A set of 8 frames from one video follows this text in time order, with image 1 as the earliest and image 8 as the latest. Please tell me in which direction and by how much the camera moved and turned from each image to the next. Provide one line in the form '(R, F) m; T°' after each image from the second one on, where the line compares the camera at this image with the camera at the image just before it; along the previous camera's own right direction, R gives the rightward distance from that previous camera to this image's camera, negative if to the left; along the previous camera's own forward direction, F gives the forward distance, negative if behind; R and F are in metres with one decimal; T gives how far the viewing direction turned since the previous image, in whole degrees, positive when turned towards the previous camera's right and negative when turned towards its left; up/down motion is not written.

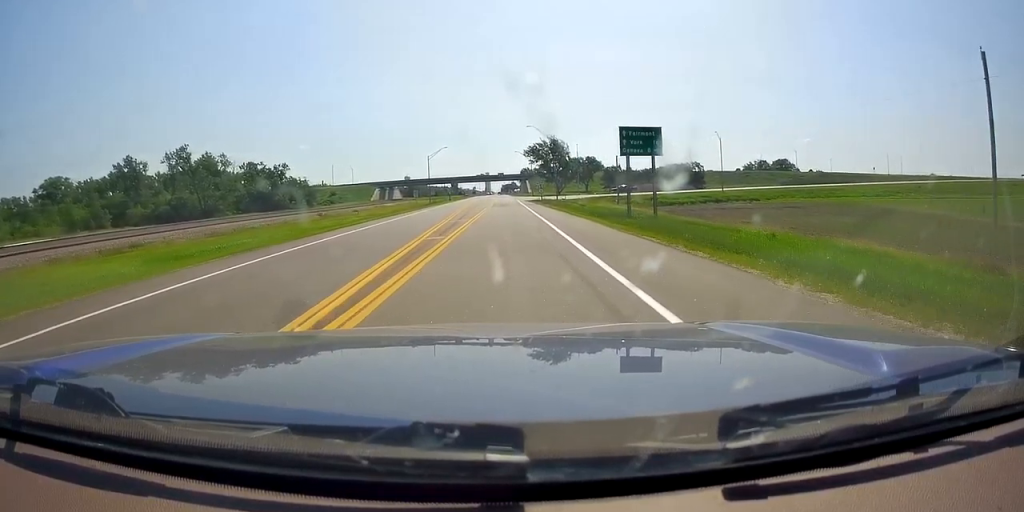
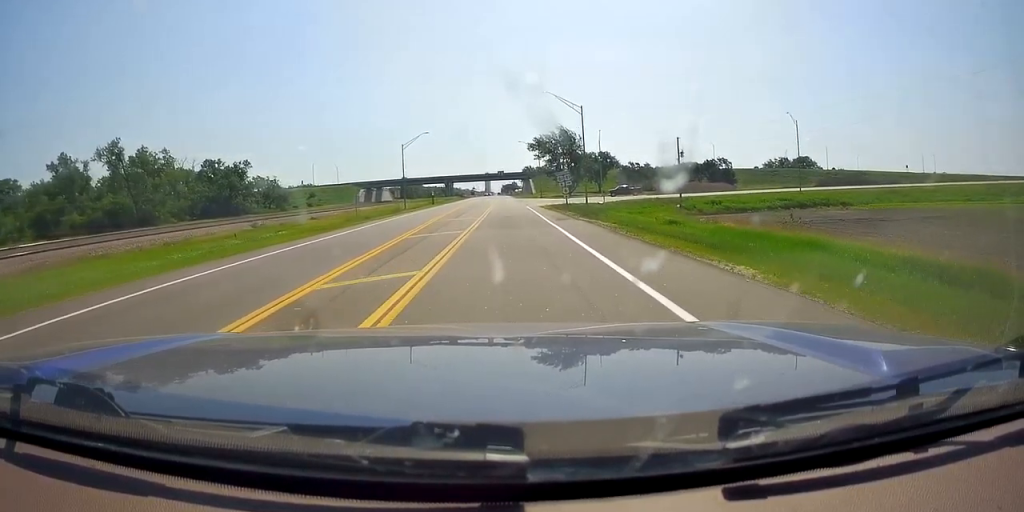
(+0.5, +33.1) m; +1°
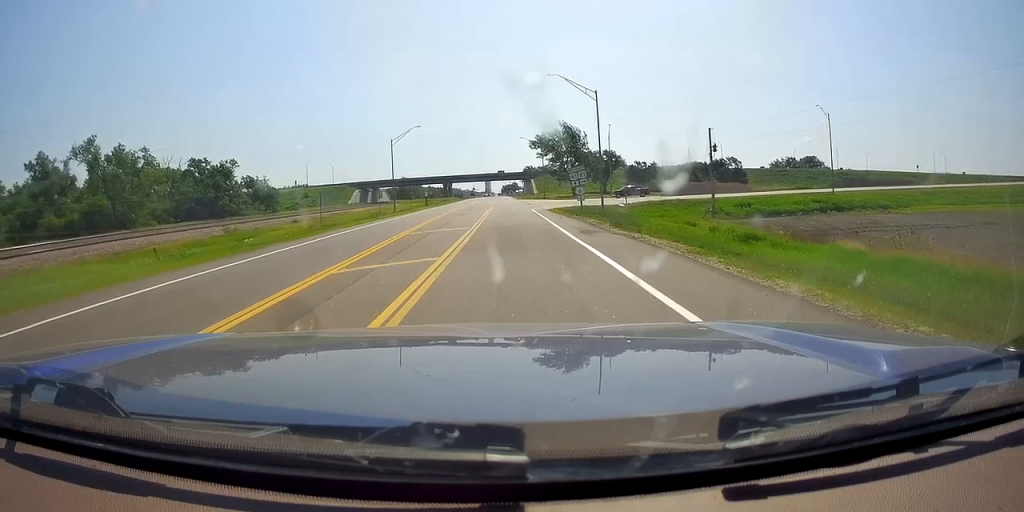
(+0.2, +9.6) m; 0°
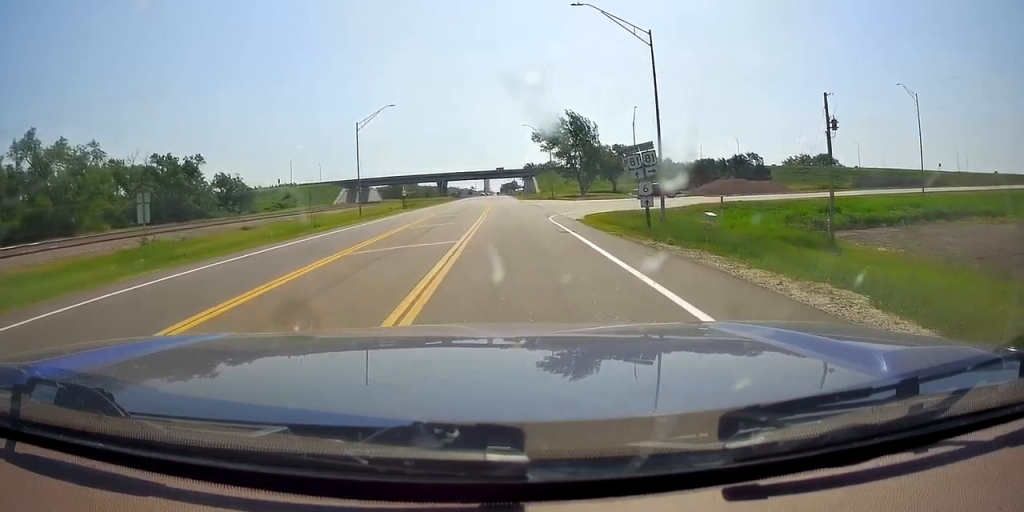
(-0.4, +19.9) m; -1°
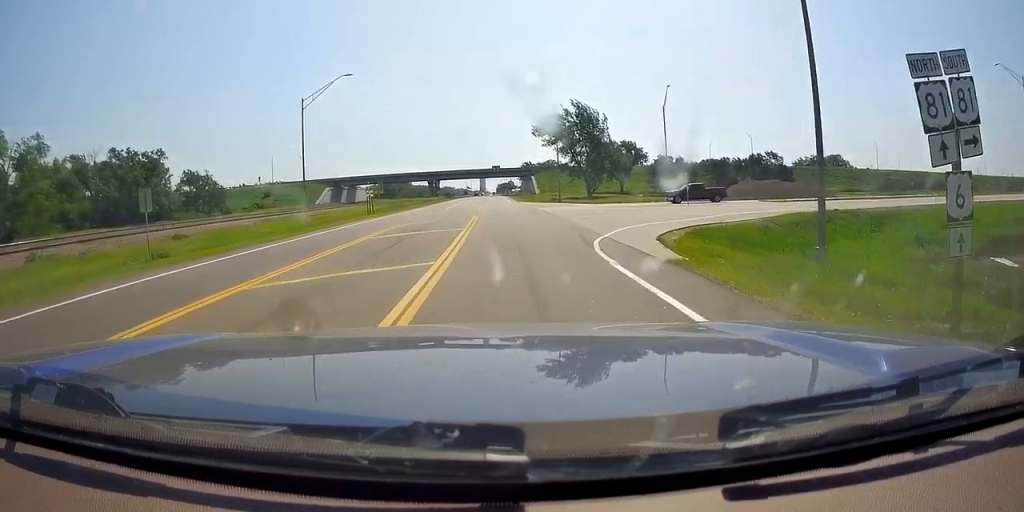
(-0.1, +17.2) m; 0°
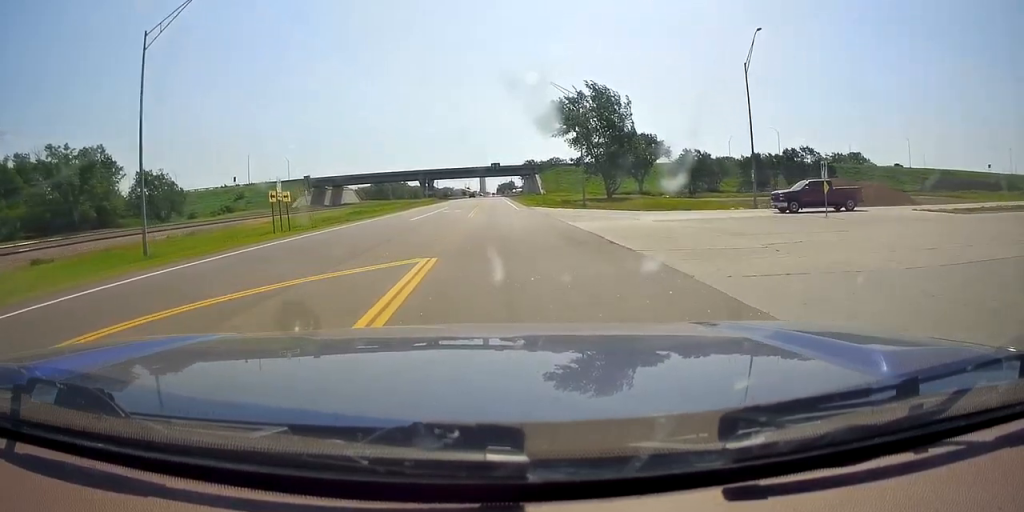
(+0.3, +23.3) m; +1°
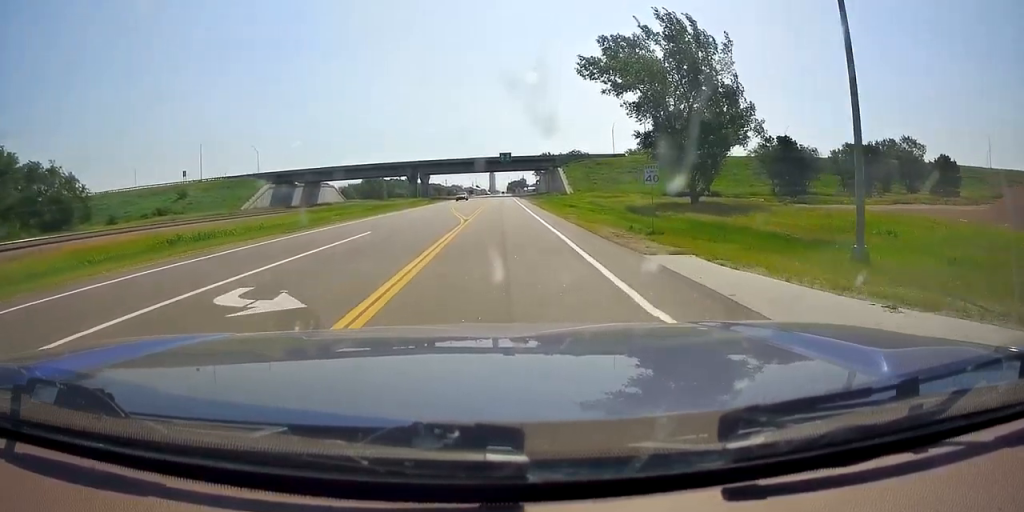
(-0.1, +44.0) m; 0°
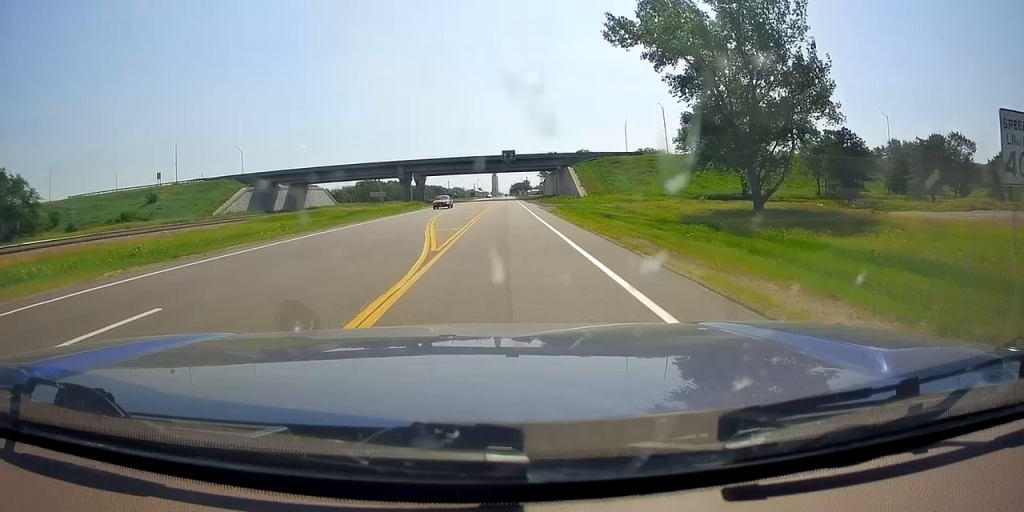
(+0.3, +16.3) m; 0°
